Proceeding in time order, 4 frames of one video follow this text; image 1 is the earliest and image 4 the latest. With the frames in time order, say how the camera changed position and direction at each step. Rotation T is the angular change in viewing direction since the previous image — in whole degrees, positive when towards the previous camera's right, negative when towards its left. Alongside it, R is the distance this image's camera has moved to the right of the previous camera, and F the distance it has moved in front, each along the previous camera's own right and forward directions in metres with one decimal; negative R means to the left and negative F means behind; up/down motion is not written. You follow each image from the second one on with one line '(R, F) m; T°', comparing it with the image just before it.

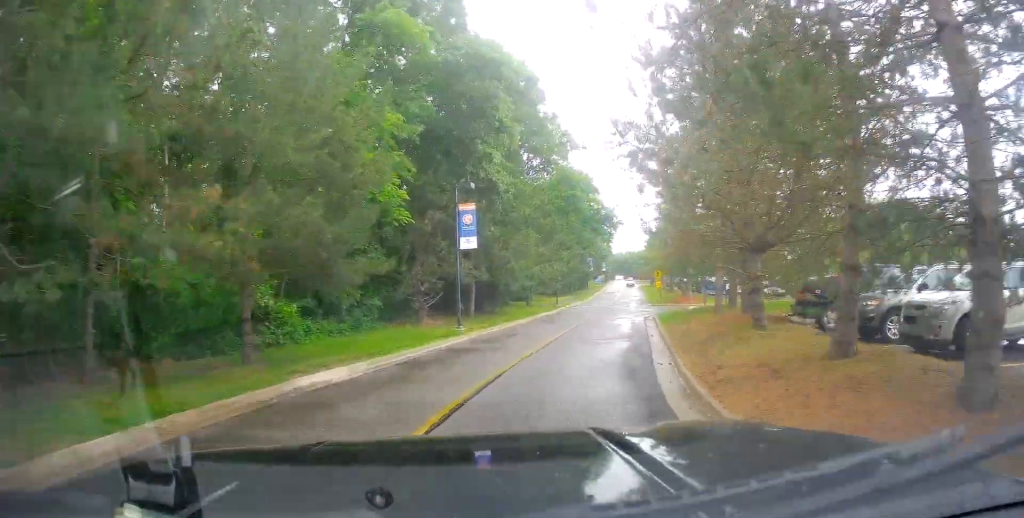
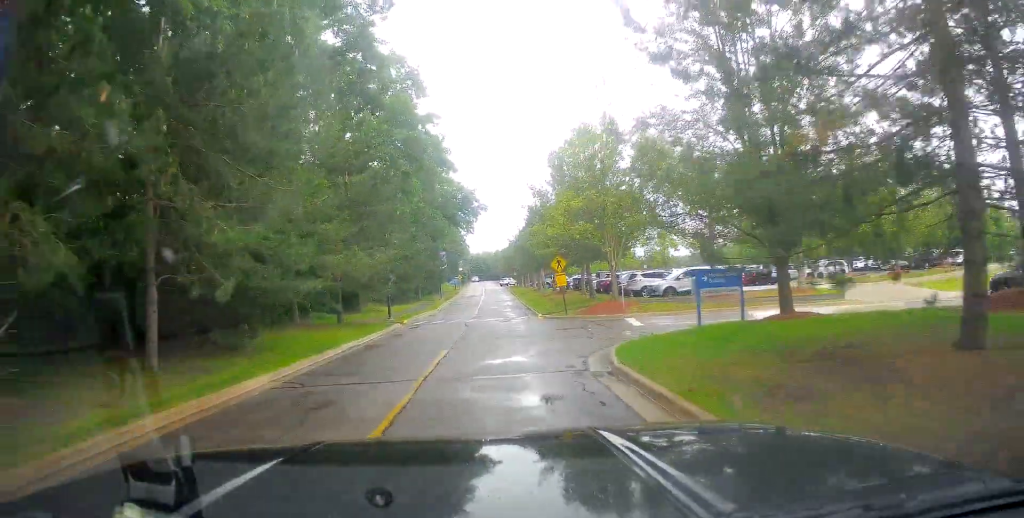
(+2.4, +20.4) m; +13°
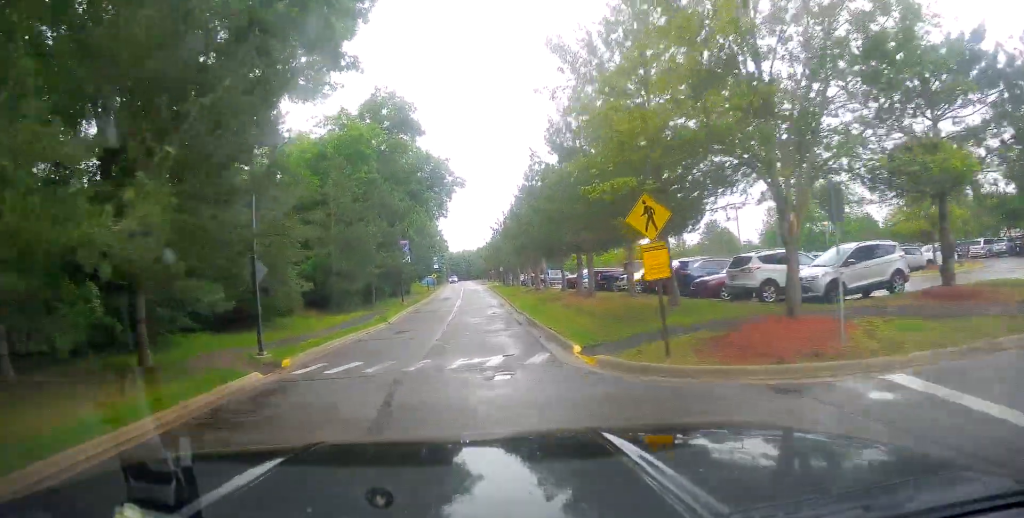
(+1.0, +17.4) m; +5°
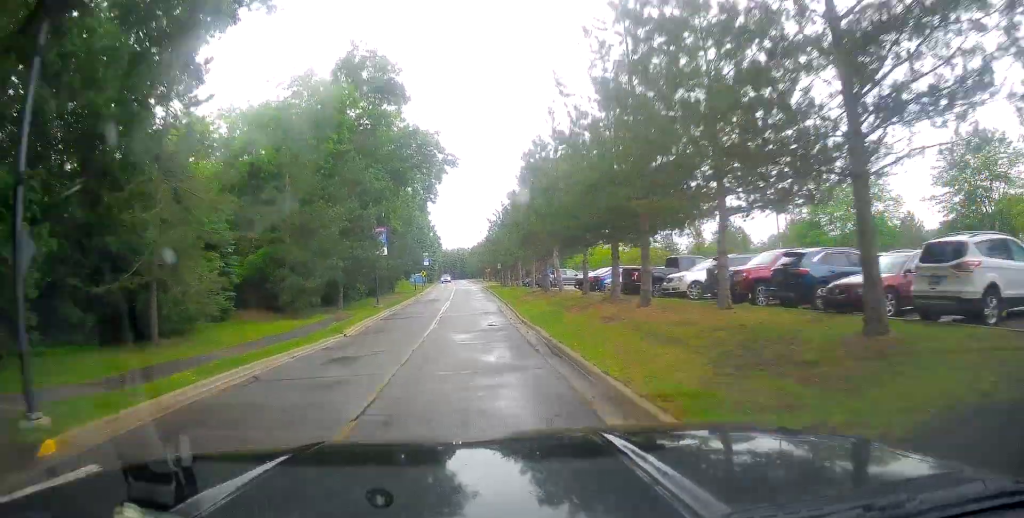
(+0.4, +9.6) m; +2°
